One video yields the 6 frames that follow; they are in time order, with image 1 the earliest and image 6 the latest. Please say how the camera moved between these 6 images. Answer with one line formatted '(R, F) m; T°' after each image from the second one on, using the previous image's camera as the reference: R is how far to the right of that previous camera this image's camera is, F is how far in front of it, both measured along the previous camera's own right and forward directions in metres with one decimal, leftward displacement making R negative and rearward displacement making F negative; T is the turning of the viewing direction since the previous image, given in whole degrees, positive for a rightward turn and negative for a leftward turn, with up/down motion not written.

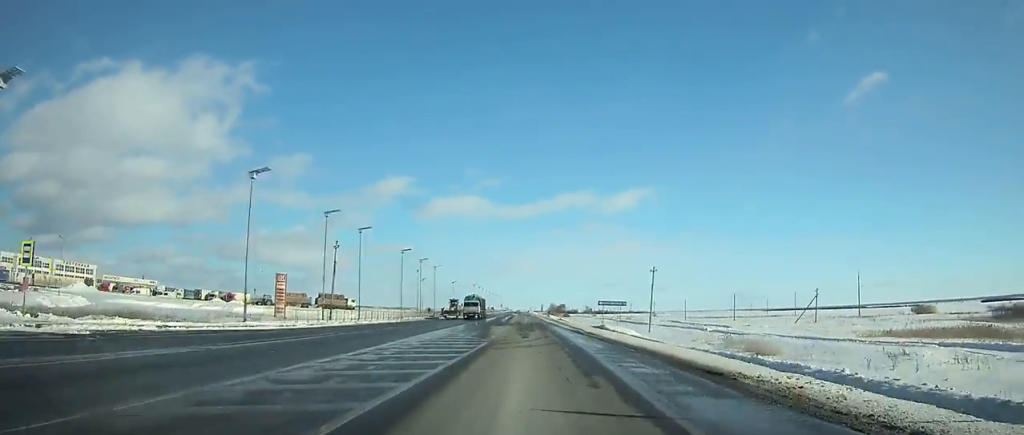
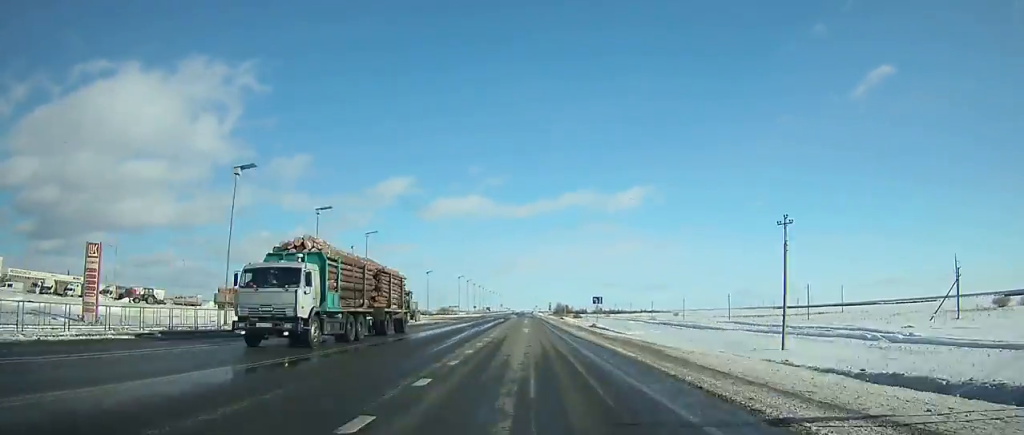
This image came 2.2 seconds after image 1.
(-0.1, +50.6) m; 0°
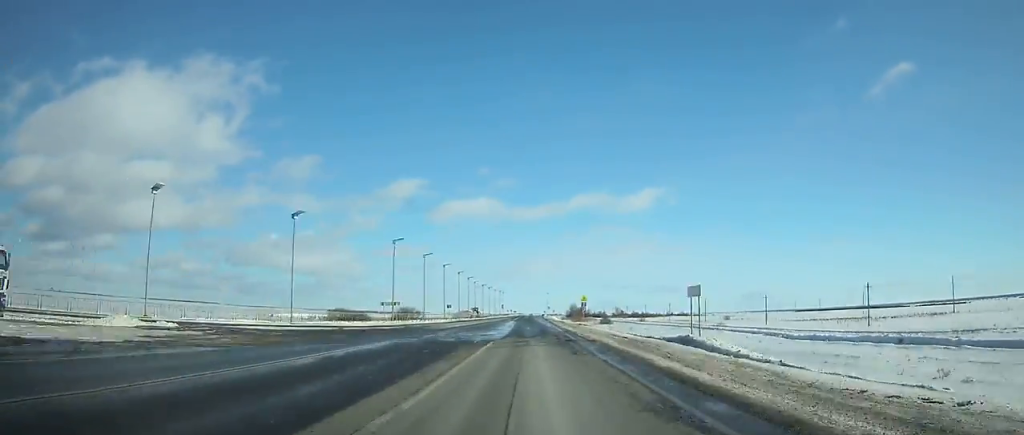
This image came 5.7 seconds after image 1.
(-0.4, +81.5) m; -1°
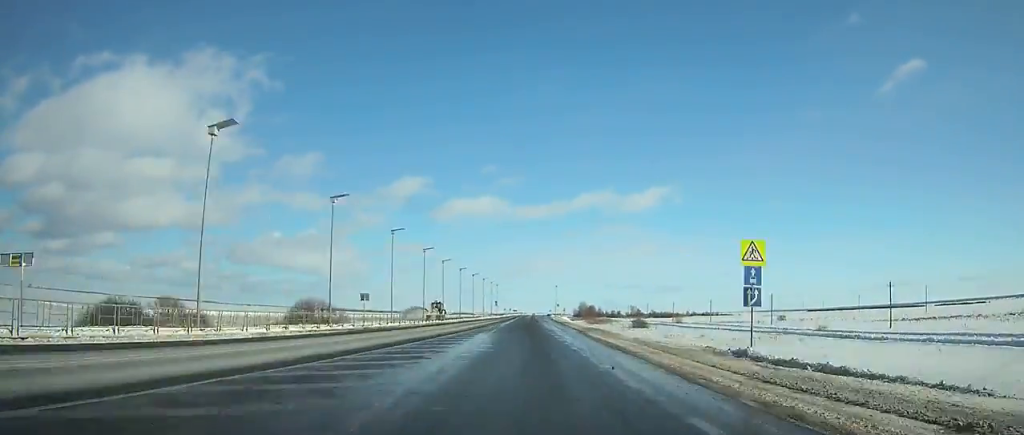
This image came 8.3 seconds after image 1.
(-0.3, +62.1) m; -1°
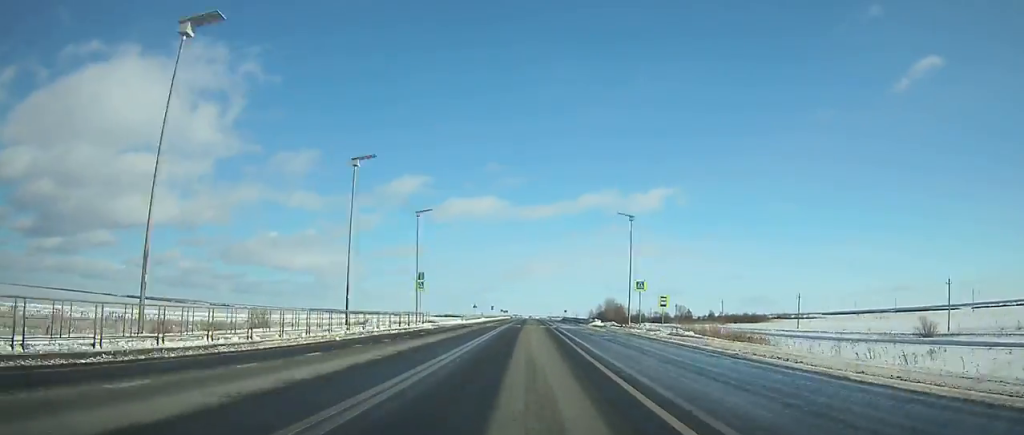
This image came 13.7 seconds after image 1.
(-0.6, +134.5) m; 0°
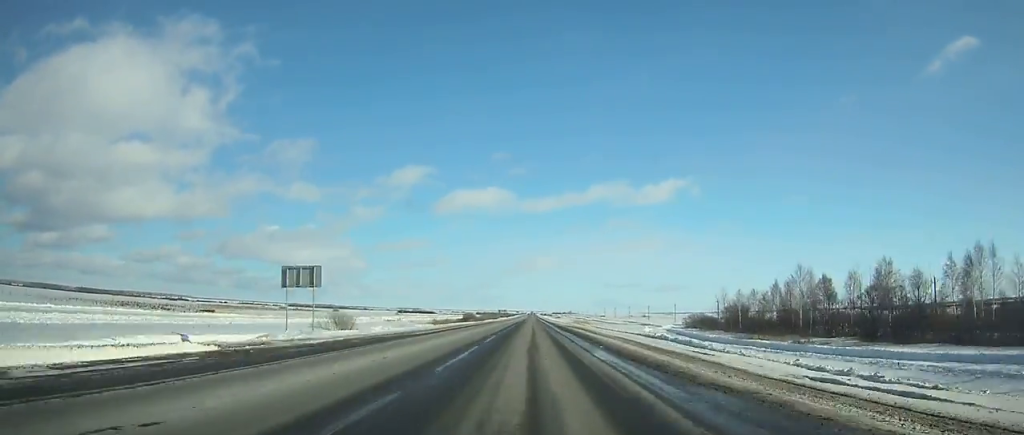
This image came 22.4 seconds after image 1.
(+2.1, +232.5) m; +1°
